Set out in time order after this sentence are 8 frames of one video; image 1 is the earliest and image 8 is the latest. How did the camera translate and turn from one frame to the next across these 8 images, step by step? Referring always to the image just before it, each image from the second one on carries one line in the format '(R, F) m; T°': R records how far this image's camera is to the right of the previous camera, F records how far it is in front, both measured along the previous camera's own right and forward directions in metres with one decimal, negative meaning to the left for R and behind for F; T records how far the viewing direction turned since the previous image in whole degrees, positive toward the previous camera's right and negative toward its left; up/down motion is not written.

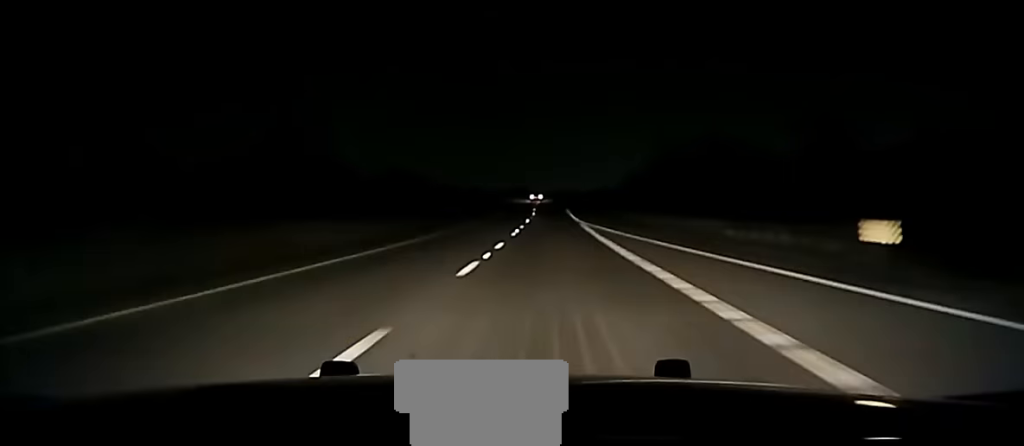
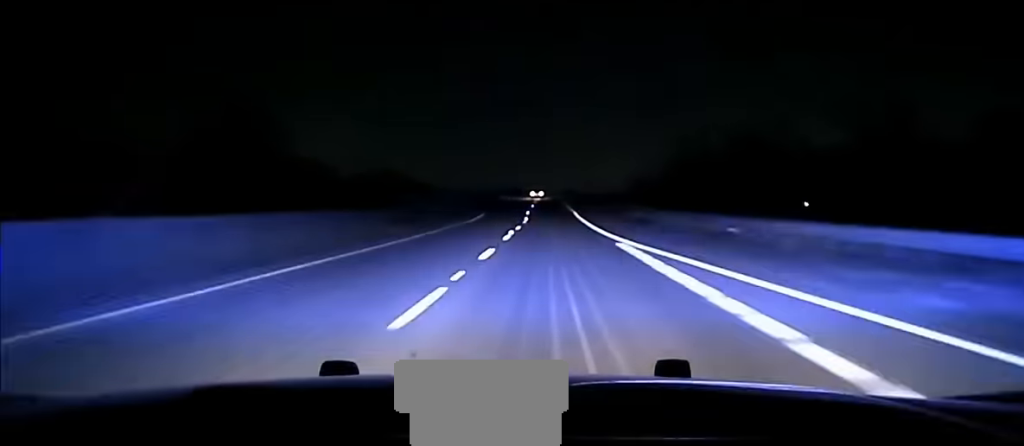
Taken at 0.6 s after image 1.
(0.0, +30.5) m; 0°
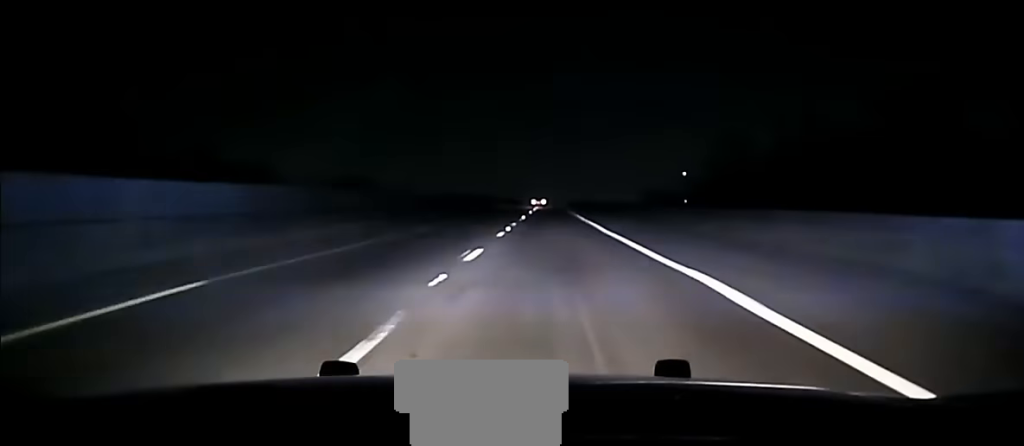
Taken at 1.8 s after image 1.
(0.0, +62.4) m; 0°
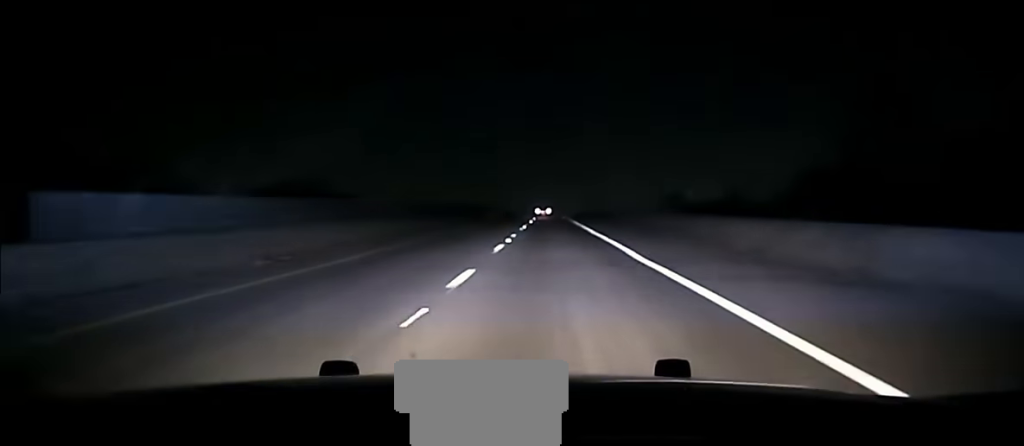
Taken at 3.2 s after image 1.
(+0.3, +76.2) m; 0°
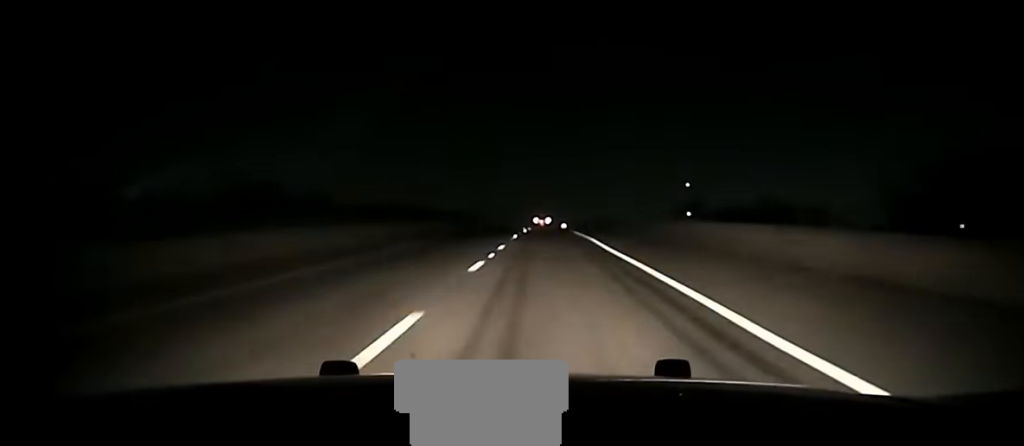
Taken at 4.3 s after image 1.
(0.0, +56.0) m; 0°
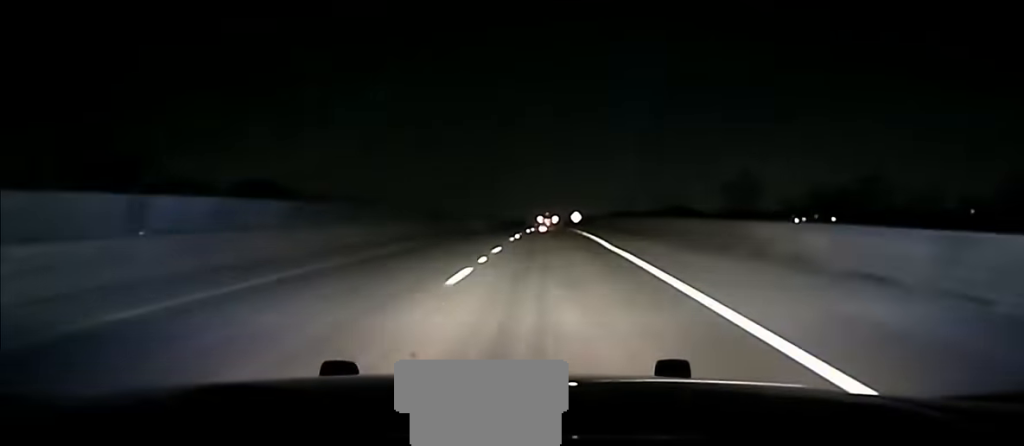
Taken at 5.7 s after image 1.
(-0.2, +77.1) m; 0°
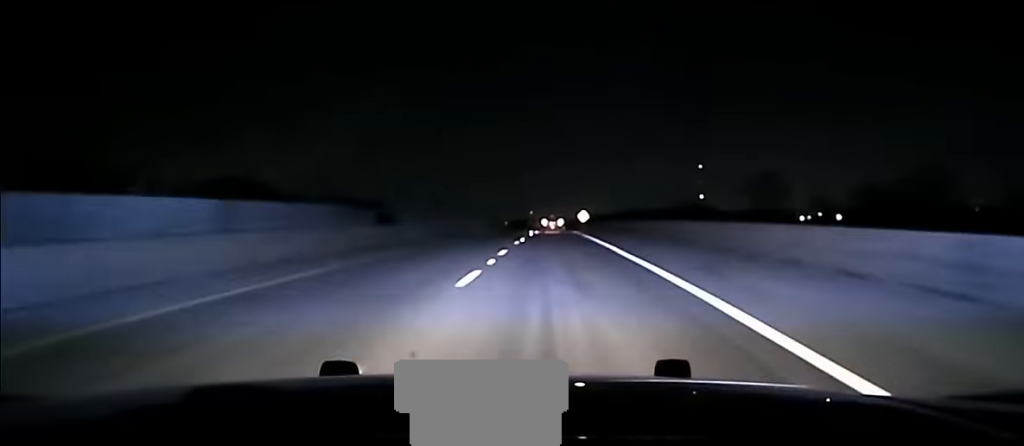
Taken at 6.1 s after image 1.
(0.0, +24.1) m; 0°
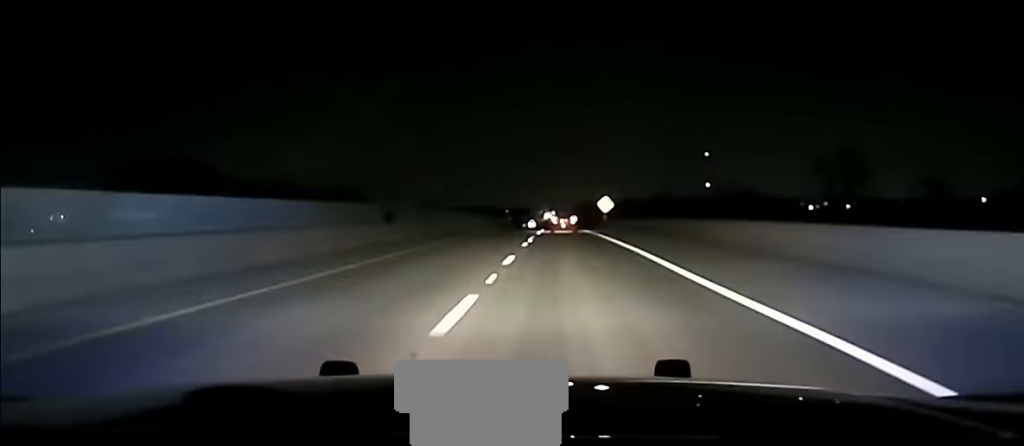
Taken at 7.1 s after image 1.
(+0.2, +54.1) m; 0°
